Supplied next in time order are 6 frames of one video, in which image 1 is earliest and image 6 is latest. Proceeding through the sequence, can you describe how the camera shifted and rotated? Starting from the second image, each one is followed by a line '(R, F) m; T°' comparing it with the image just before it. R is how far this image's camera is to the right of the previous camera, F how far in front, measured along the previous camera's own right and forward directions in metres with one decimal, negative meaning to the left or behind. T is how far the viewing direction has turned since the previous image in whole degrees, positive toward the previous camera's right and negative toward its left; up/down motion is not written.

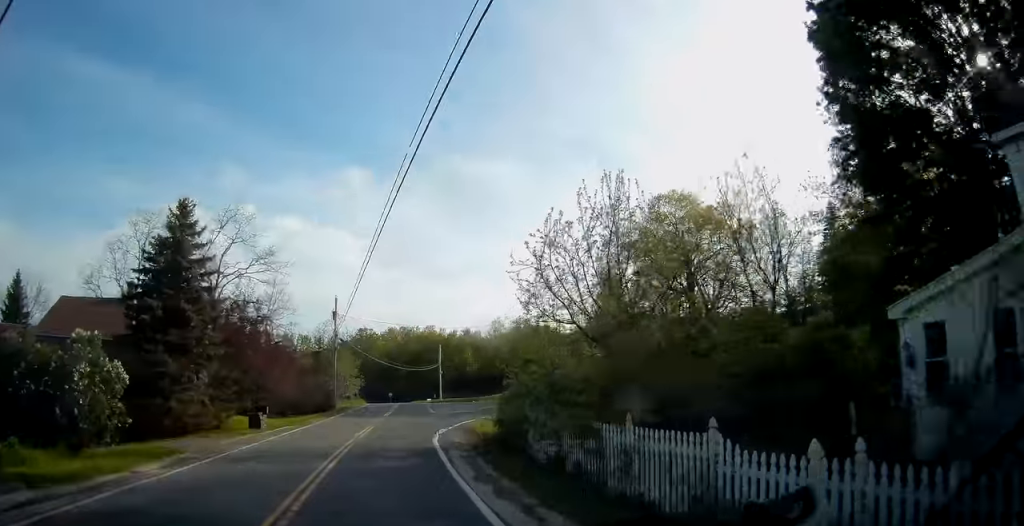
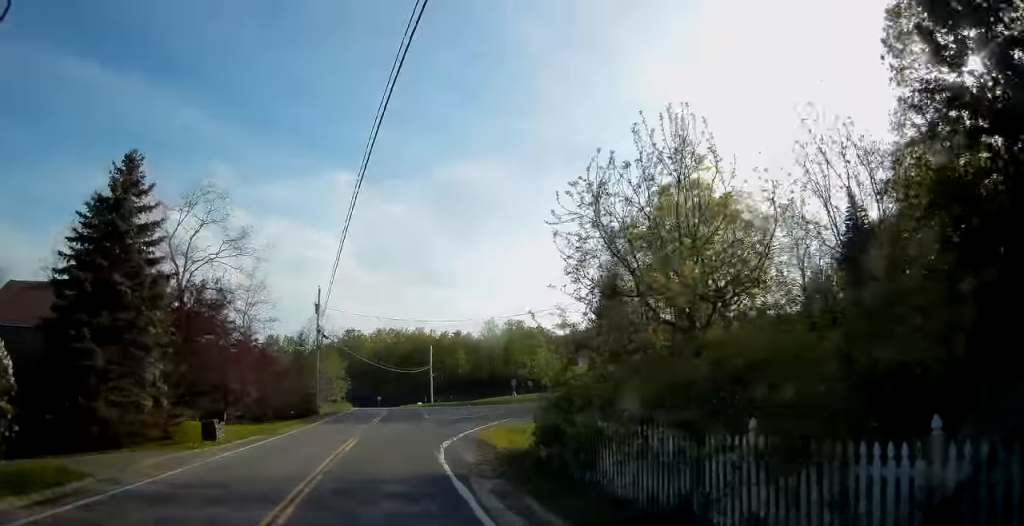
(+0.1, +5.7) m; +1°
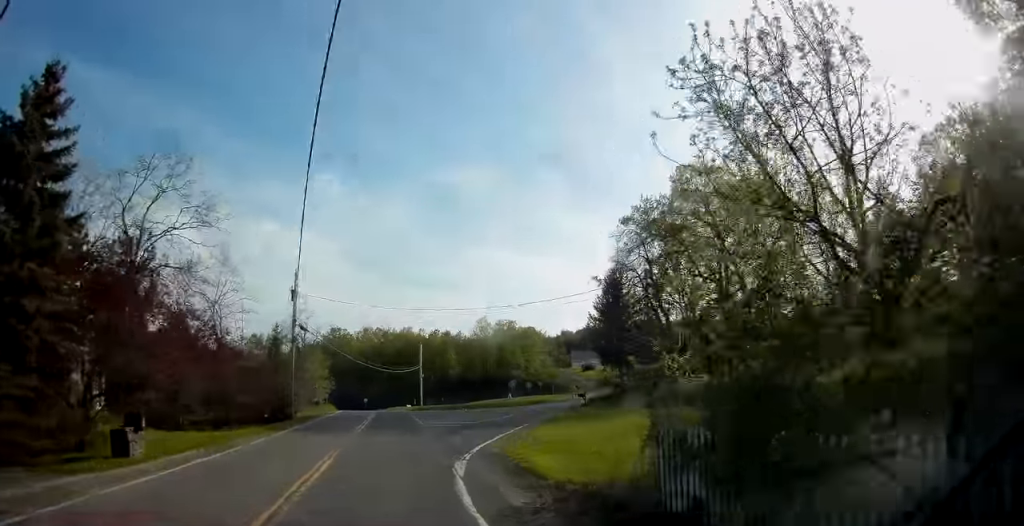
(0.0, +6.7) m; +2°
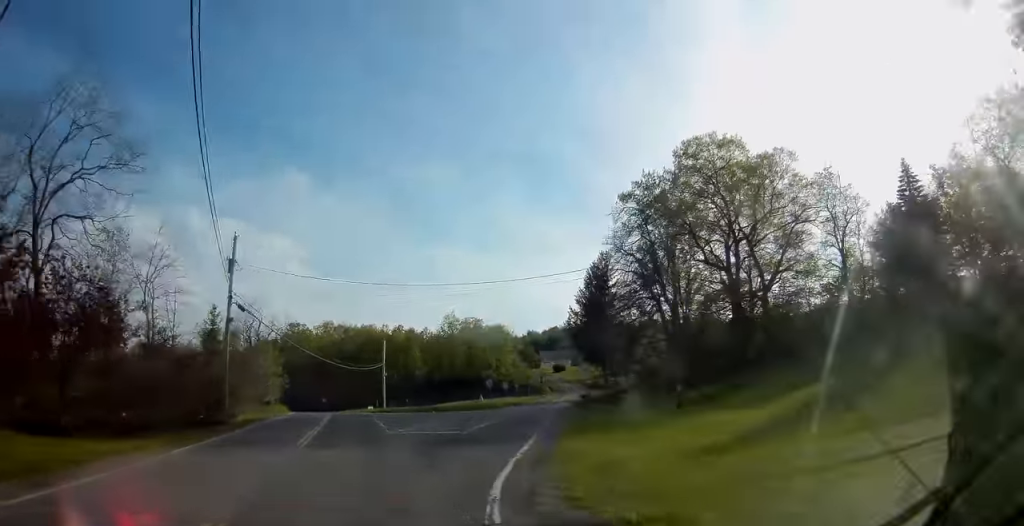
(+0.2, +8.6) m; +2°
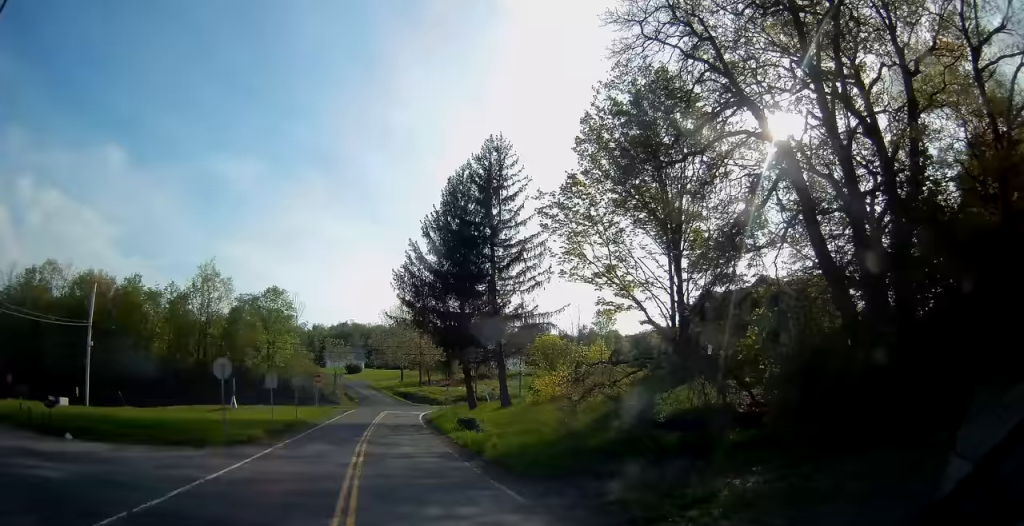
(+7.7, +40.3) m; +24°
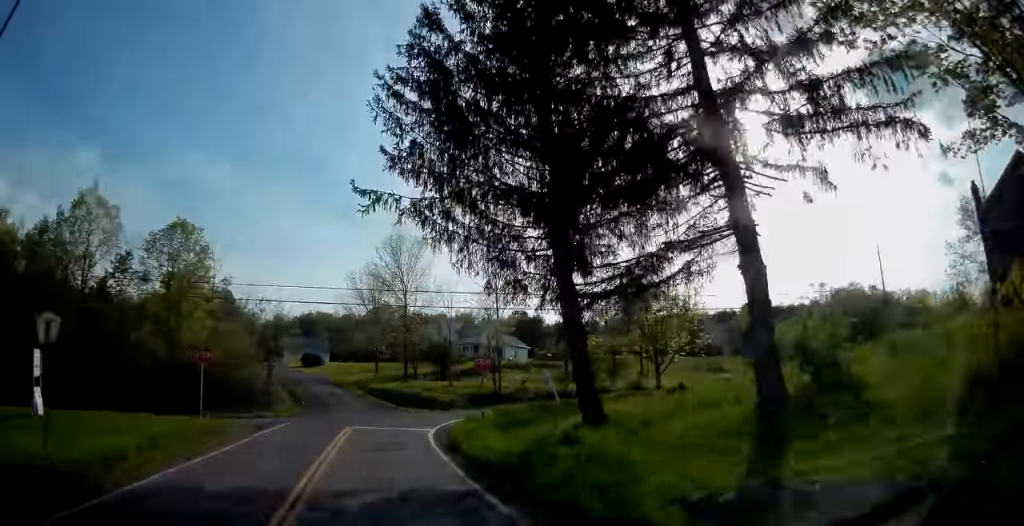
(+2.0, +28.6) m; +5°
